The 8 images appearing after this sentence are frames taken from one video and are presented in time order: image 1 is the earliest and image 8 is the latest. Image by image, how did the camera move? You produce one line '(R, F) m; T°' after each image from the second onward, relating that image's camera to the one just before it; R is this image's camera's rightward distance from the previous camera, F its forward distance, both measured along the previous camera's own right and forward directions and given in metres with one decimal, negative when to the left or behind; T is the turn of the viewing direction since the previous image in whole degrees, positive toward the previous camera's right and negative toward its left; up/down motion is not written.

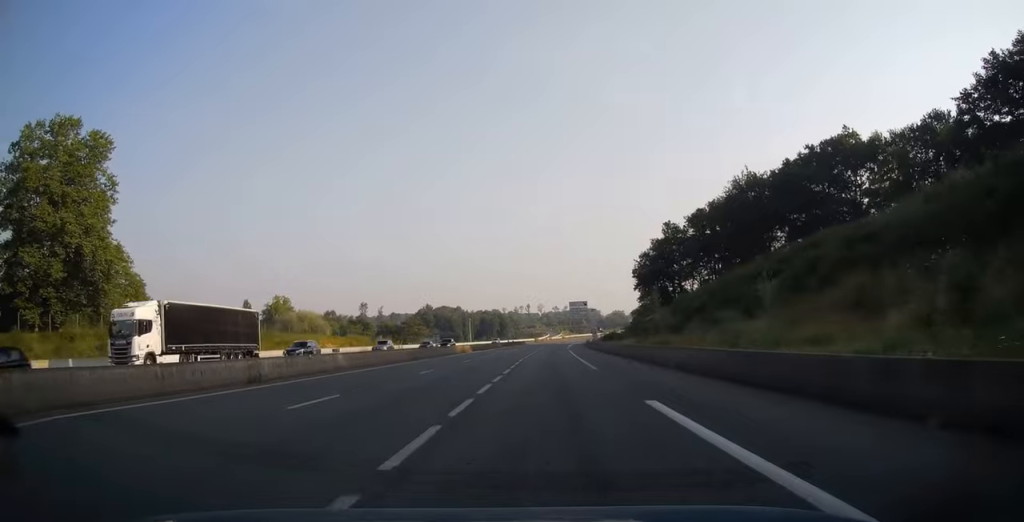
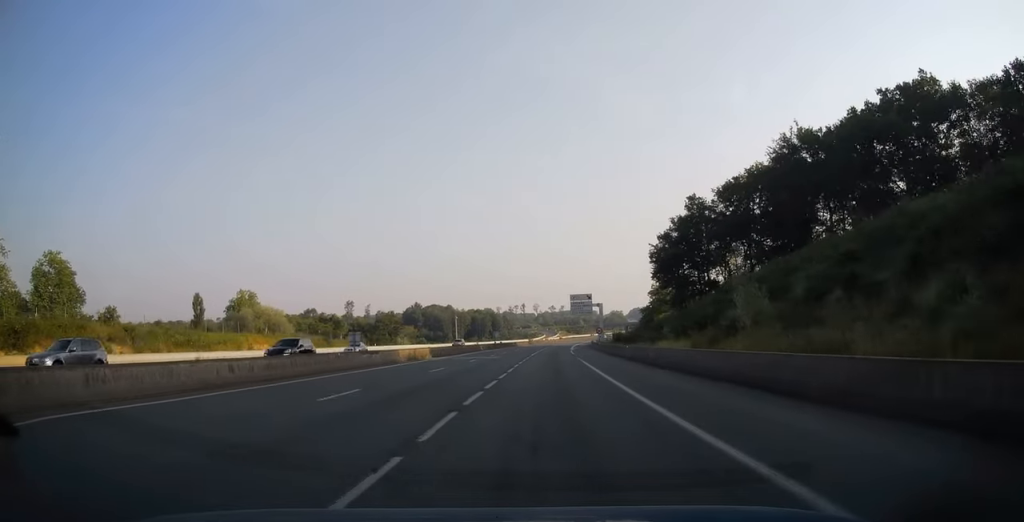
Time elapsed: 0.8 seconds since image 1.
(0.0, +24.1) m; 0°
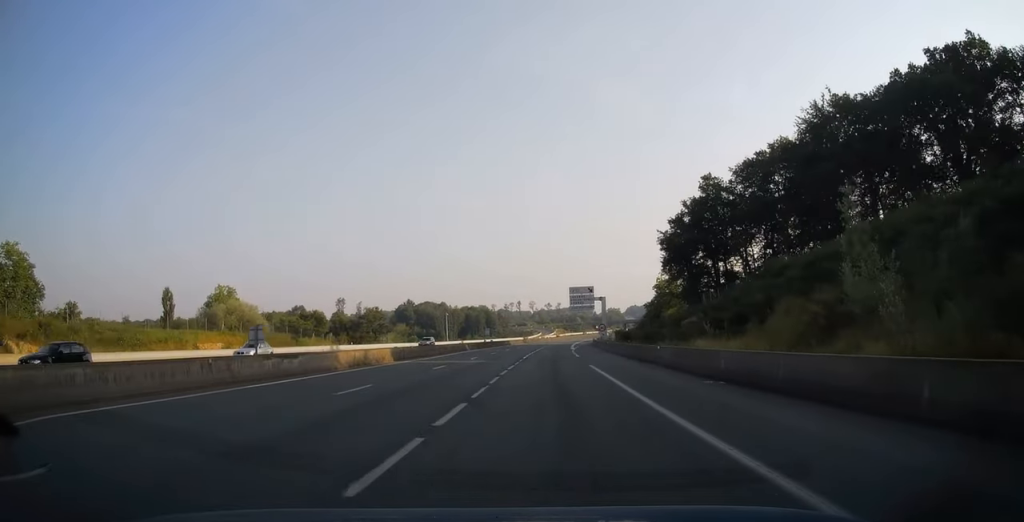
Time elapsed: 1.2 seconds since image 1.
(0.0, +11.8) m; 0°
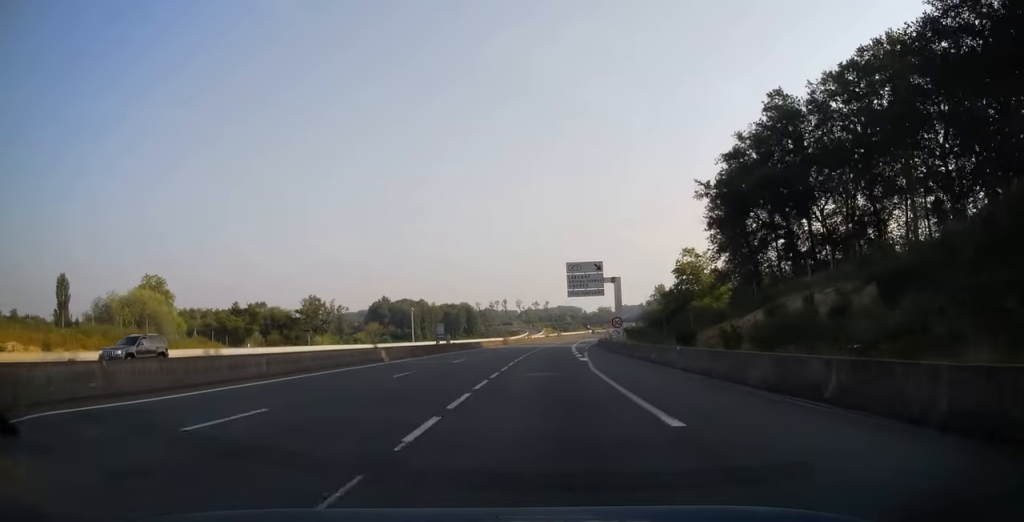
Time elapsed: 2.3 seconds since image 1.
(+0.3, +32.5) m; +1°
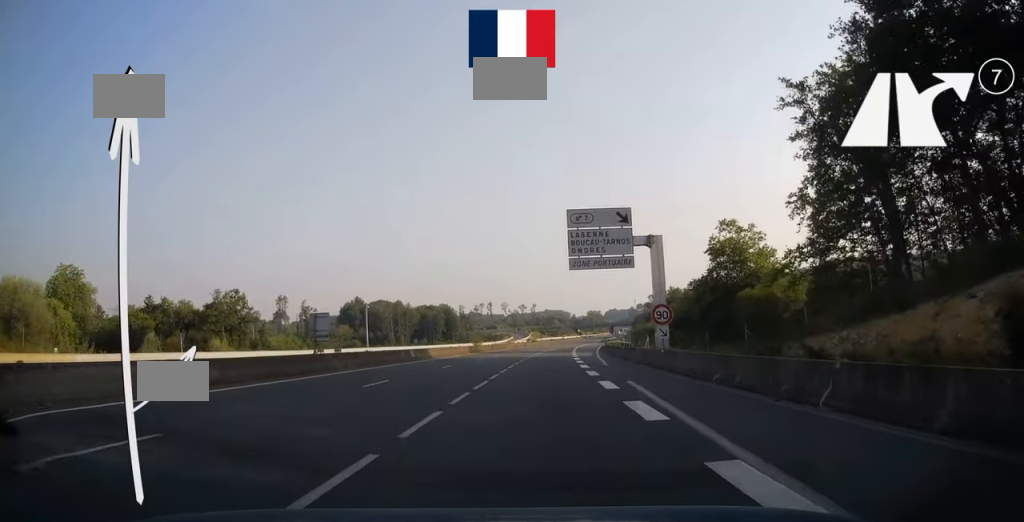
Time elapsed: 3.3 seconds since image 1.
(+0.3, +29.5) m; +1°
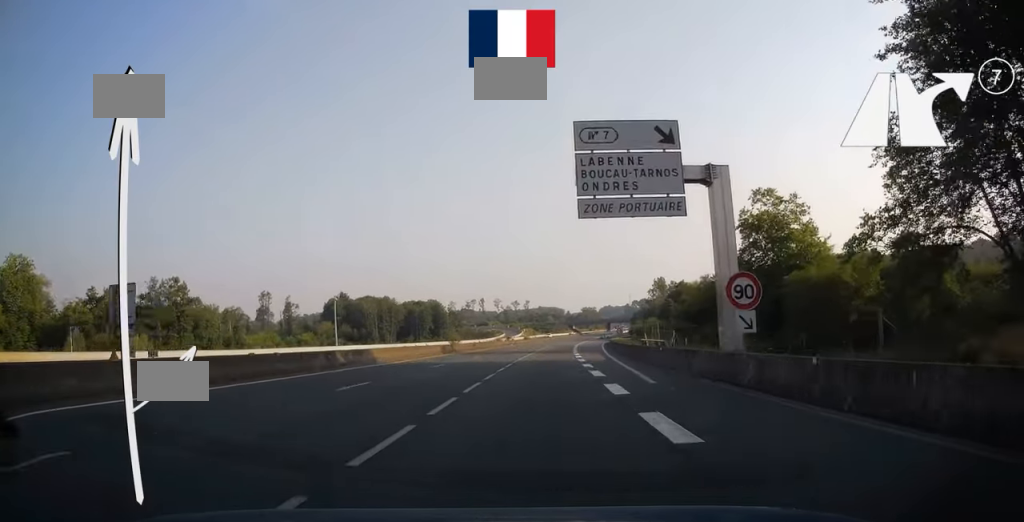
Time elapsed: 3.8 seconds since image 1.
(+0.1, +15.2) m; +1°
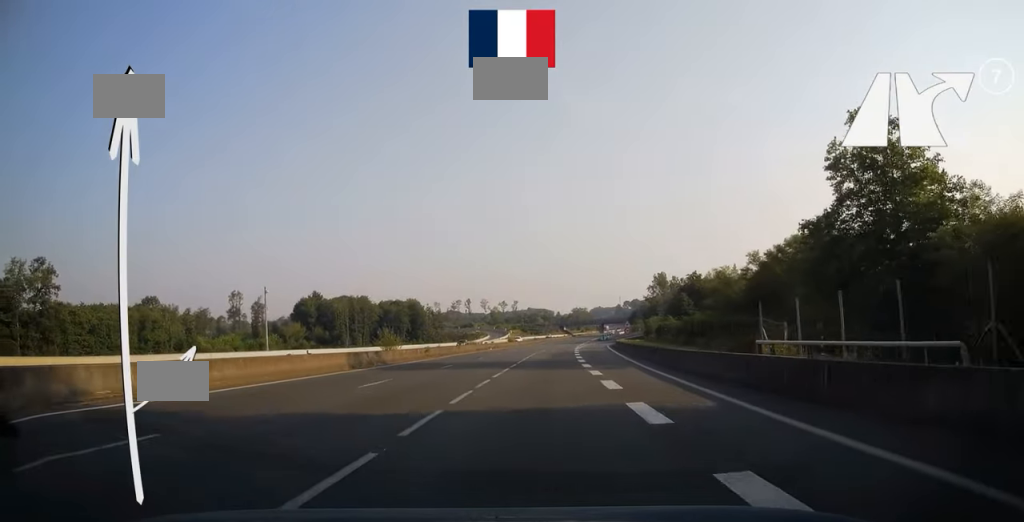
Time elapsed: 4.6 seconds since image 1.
(+0.2, +24.0) m; +1°
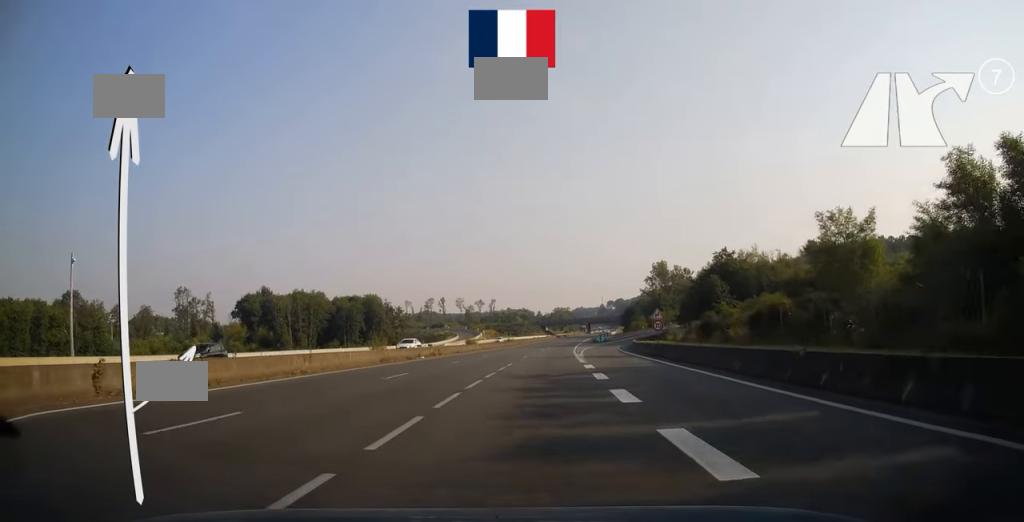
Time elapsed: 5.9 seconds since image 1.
(+0.5, +36.2) m; +2°
